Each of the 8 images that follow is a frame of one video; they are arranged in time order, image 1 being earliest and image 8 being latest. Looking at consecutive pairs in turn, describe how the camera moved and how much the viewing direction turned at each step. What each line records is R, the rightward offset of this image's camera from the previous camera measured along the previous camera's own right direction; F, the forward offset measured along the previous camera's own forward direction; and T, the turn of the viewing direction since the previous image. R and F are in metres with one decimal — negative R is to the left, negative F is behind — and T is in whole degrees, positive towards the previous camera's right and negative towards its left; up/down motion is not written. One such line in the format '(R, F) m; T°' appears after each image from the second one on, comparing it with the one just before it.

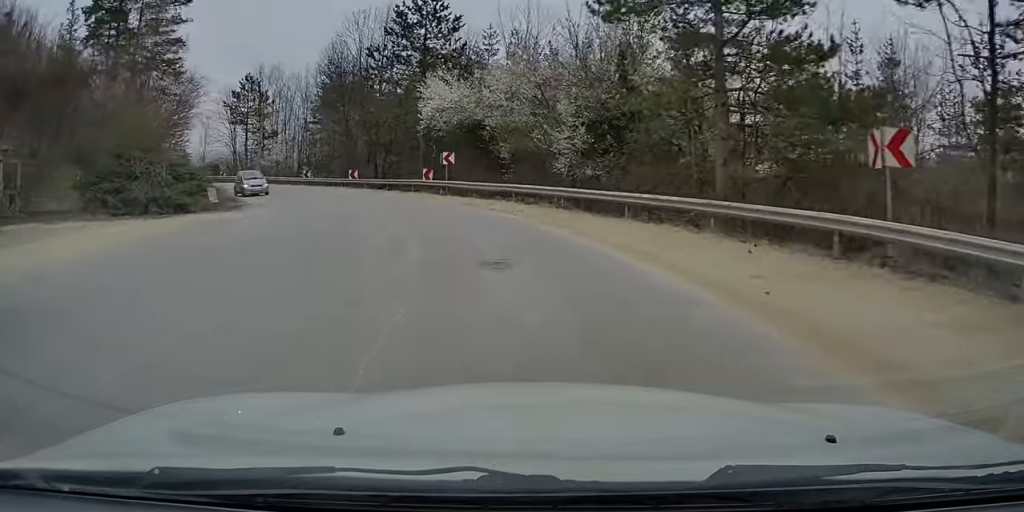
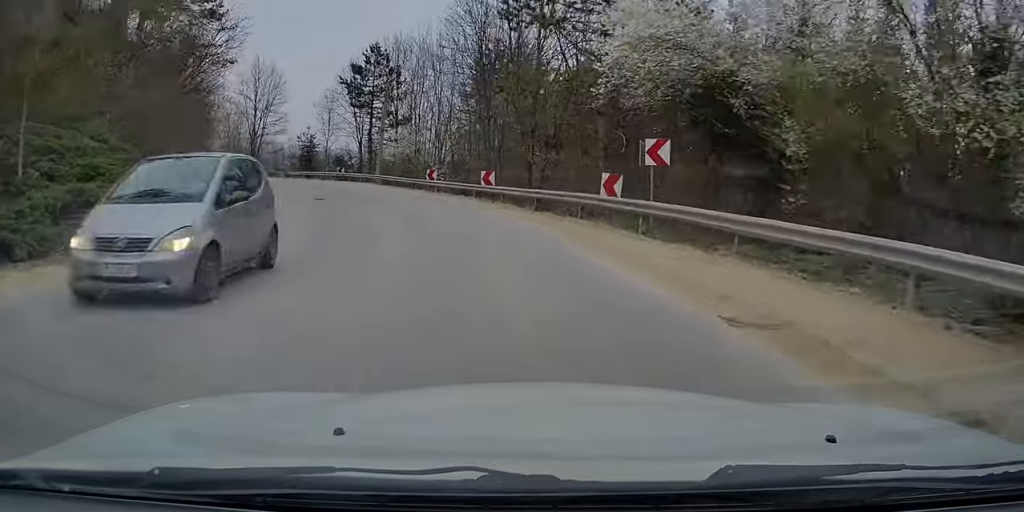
(-2.9, +18.0) m; -15°
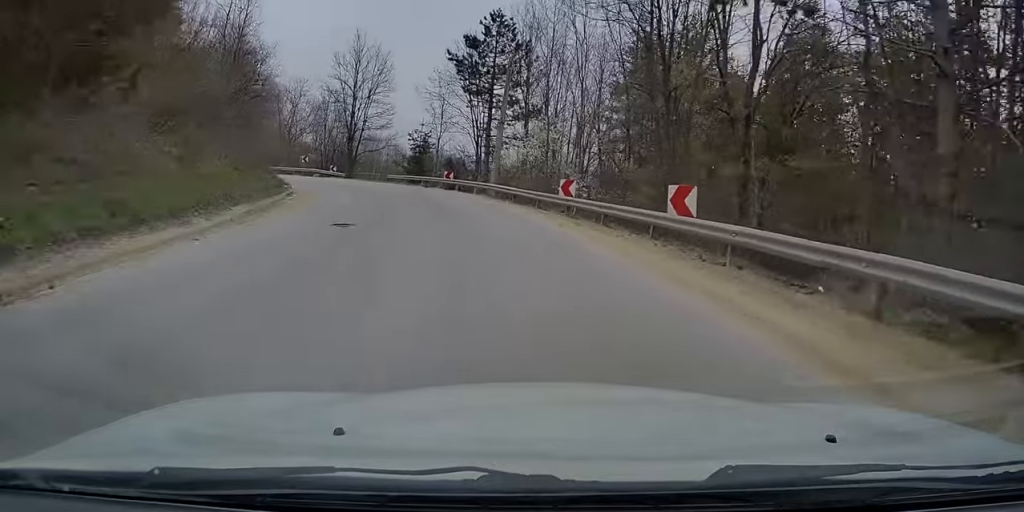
(-1.0, +14.7) m; -9°
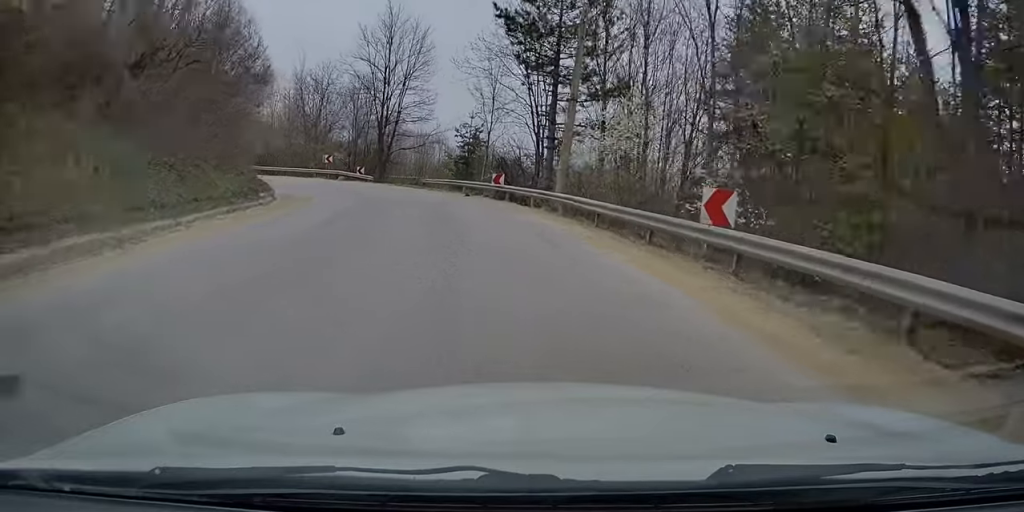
(-0.8, +12.4) m; -5°
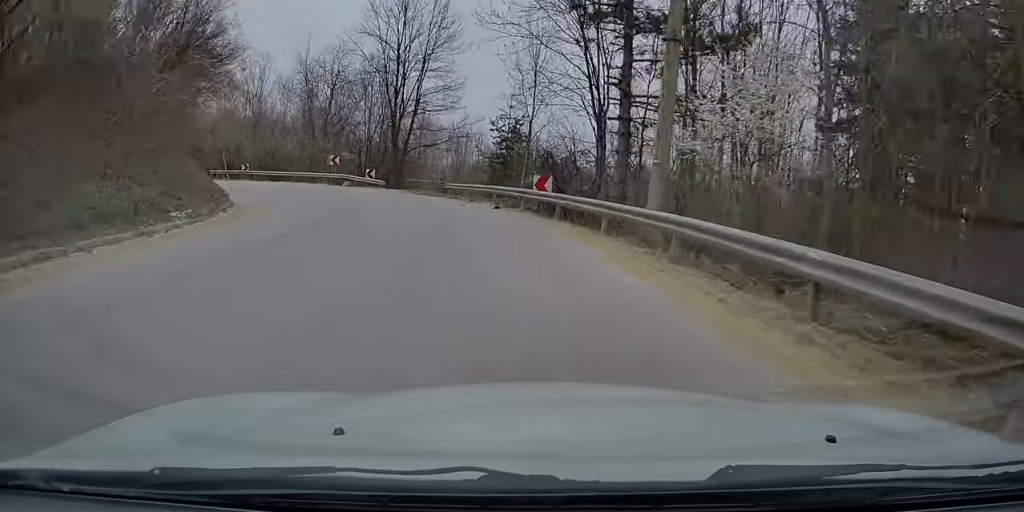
(-0.2, +10.5) m; -7°
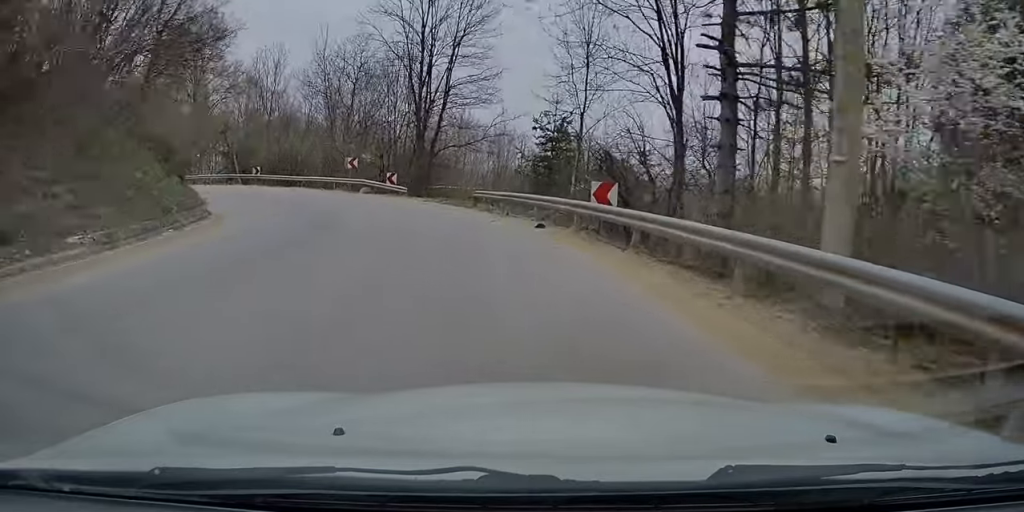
(-0.3, +6.1) m; -6°
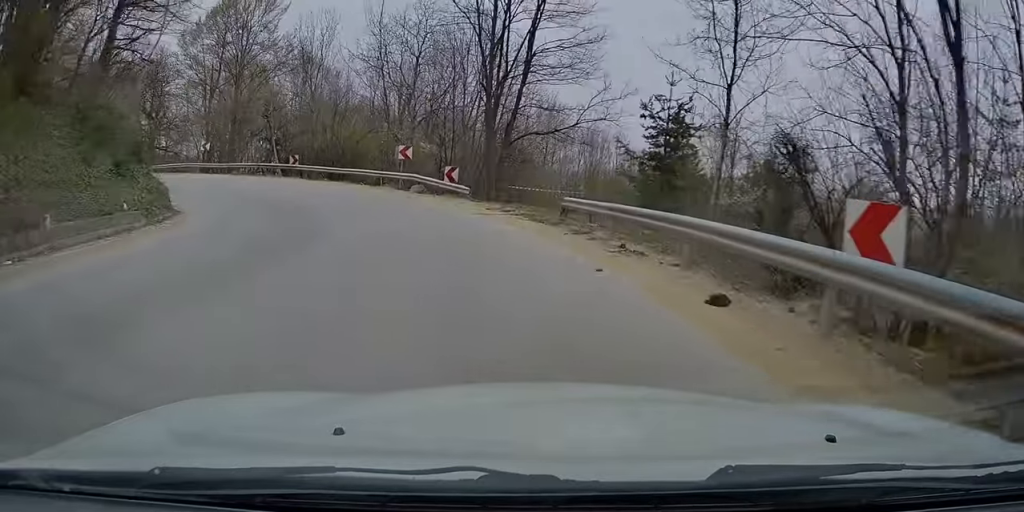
(-0.6, +8.8) m; -10°
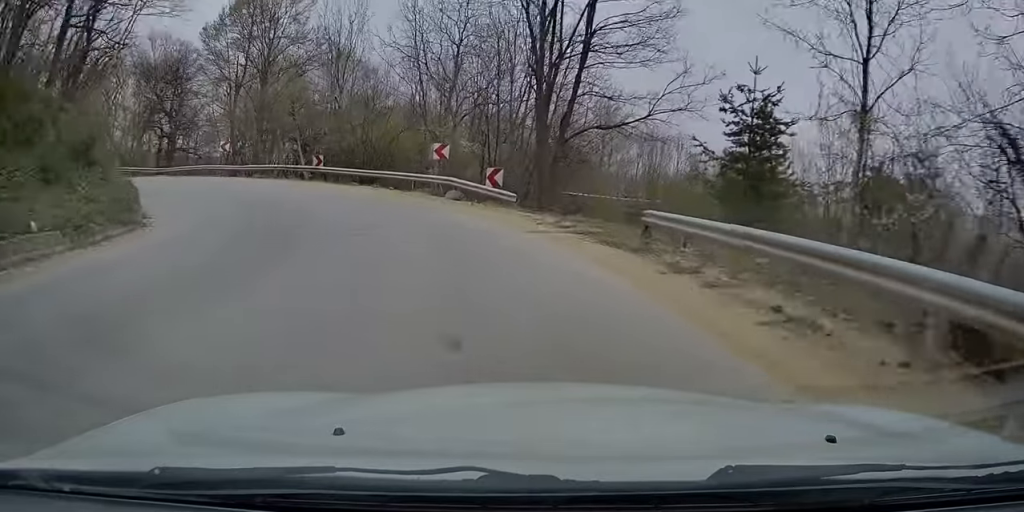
(-0.5, +4.5) m; -6°
